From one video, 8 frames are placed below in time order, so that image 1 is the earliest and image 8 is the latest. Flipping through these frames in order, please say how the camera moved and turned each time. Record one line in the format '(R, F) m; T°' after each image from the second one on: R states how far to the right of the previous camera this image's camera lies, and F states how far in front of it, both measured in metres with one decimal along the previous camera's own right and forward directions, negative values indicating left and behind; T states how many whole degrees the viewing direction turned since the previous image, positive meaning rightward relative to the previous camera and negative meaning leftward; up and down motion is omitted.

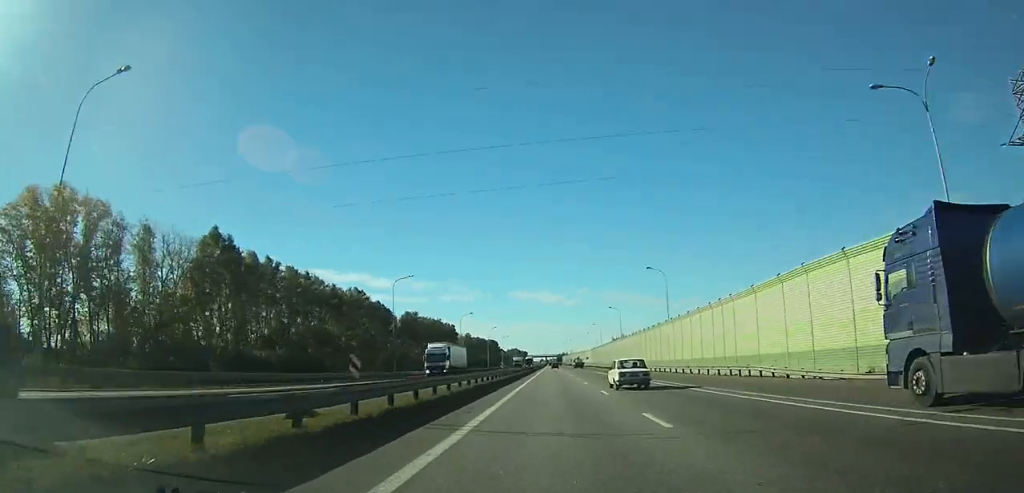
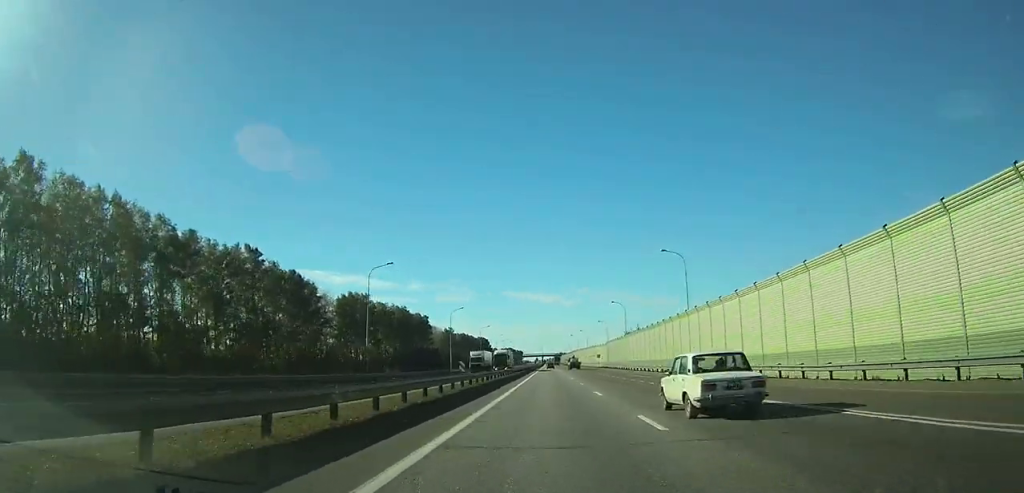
(+0.4, +60.7) m; +1°
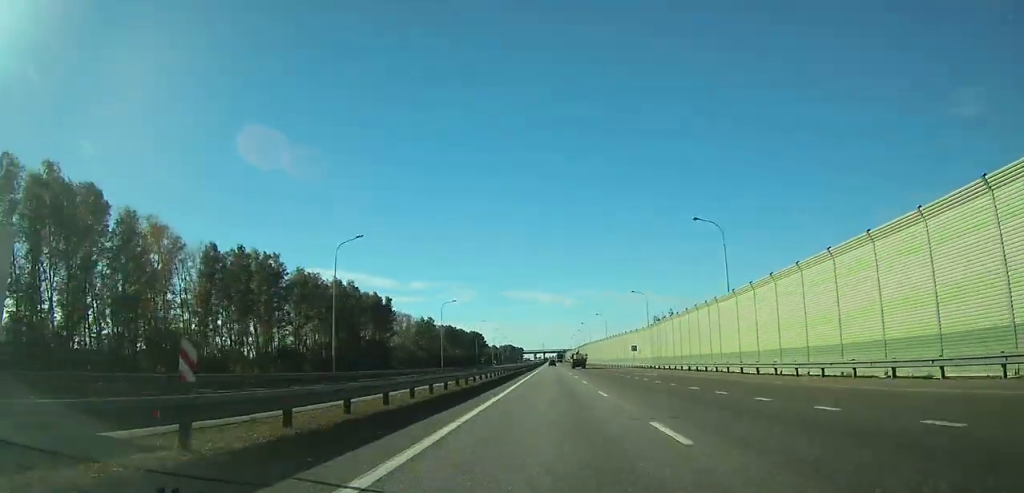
(+0.3, +62.4) m; 0°
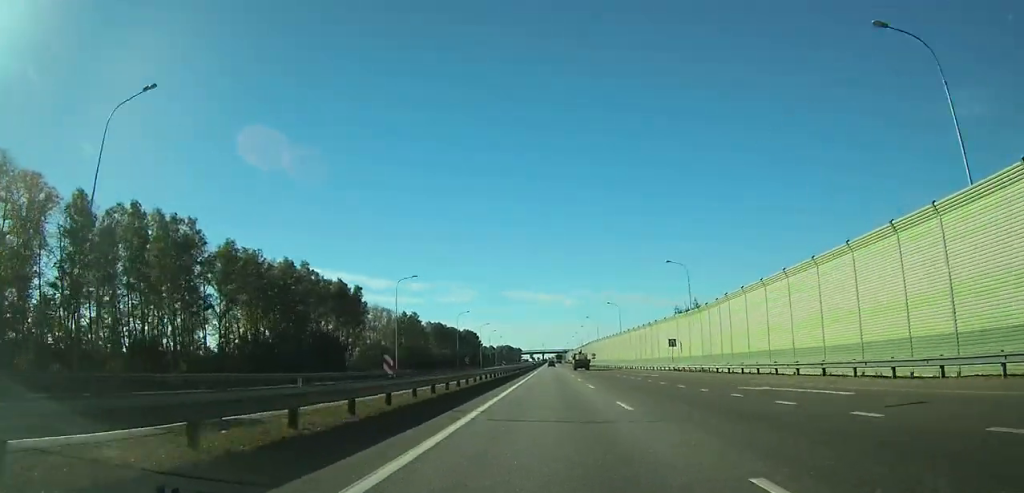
(+0.1, +30.1) m; 0°
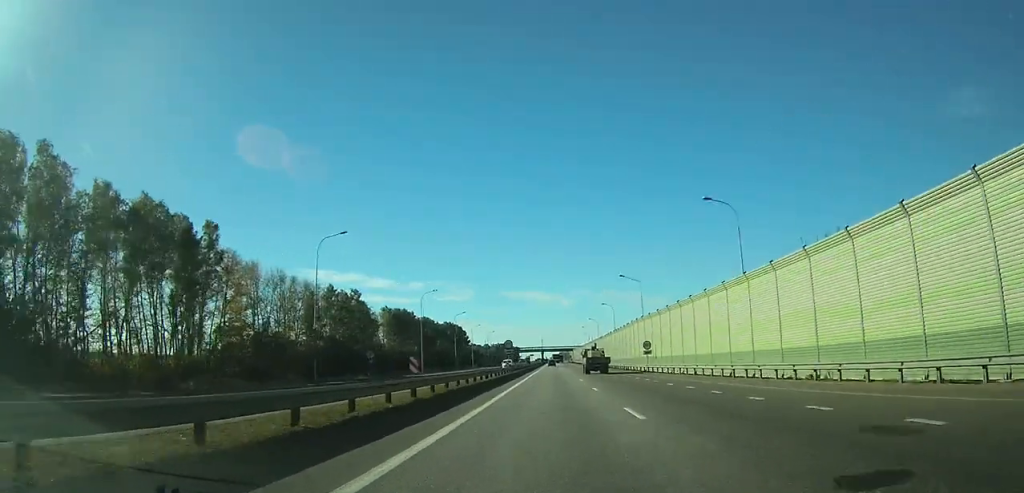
(-0.2, +74.6) m; 0°
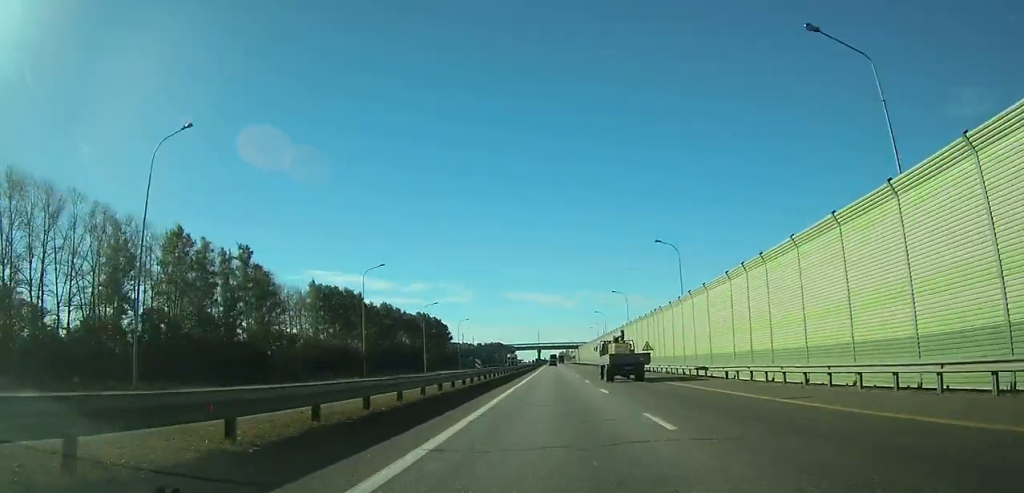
(+0.1, +62.6) m; 0°
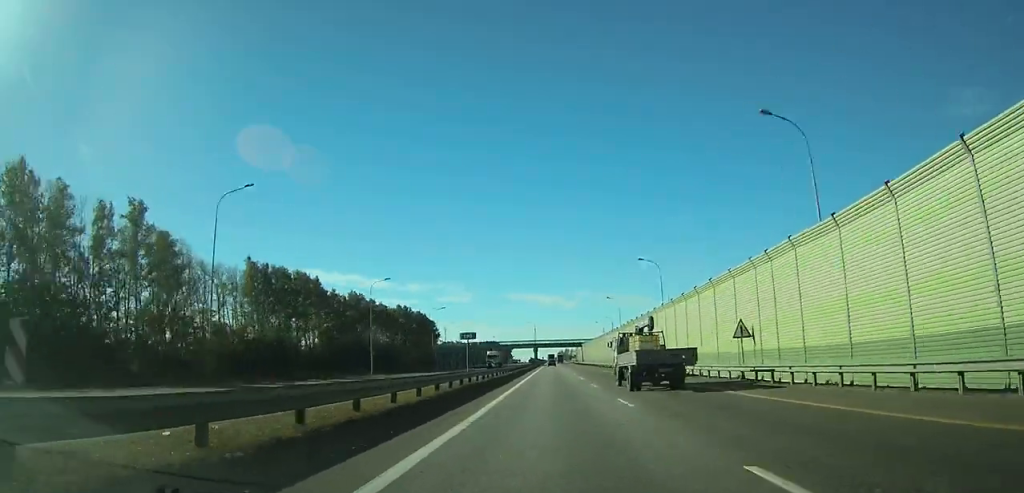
(0.0, +31.1) m; 0°
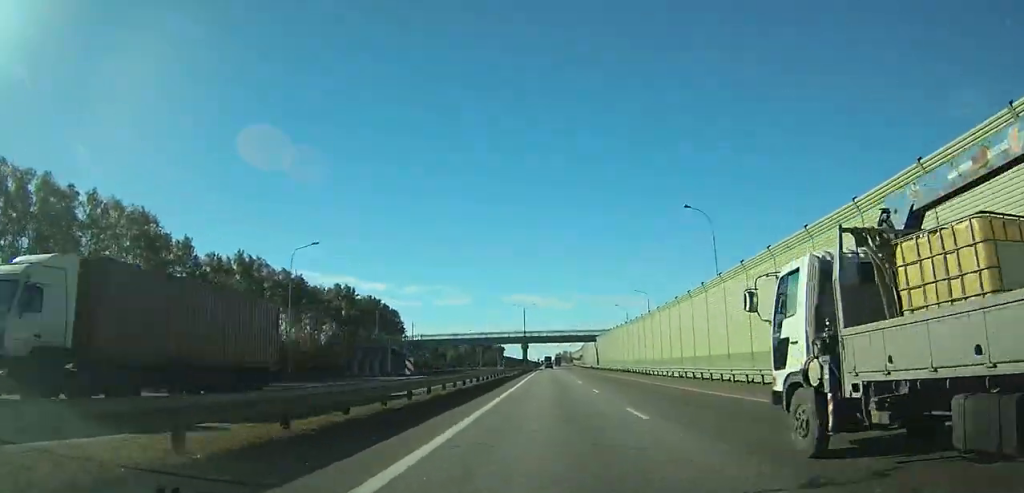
(0.0, +63.7) m; 0°
